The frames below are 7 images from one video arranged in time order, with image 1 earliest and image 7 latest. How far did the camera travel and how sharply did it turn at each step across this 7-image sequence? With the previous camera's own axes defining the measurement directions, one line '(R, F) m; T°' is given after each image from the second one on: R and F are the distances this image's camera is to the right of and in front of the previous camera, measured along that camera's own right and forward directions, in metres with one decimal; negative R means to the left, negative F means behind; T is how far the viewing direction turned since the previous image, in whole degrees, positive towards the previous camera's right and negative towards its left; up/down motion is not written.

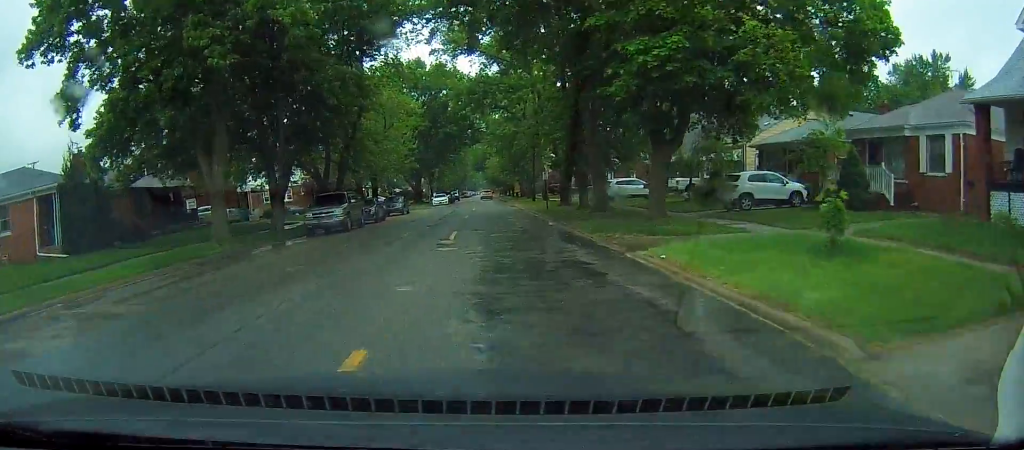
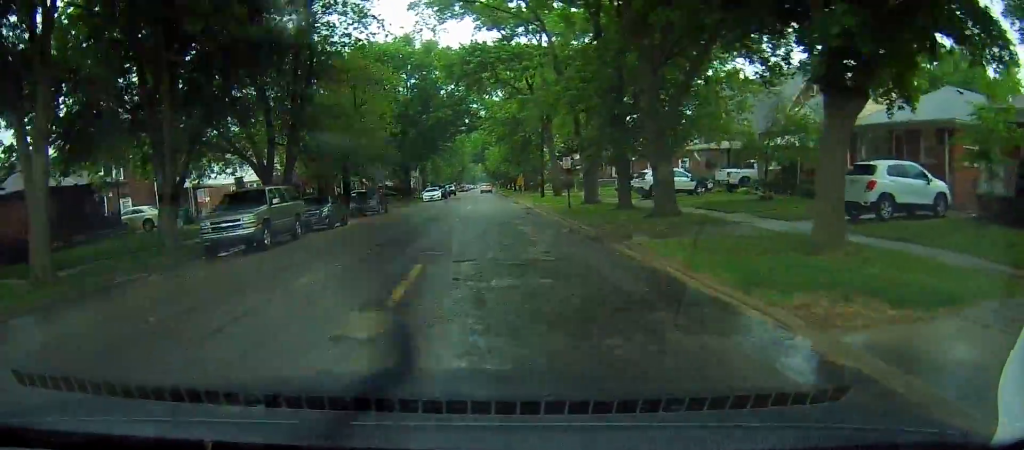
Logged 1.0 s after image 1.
(0.0, +10.5) m; -2°
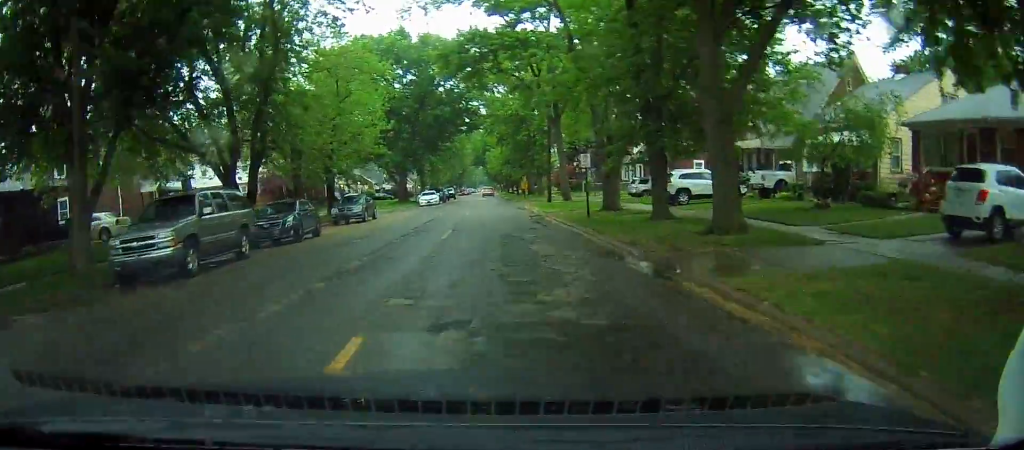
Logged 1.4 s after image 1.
(-0.1, +4.9) m; -1°
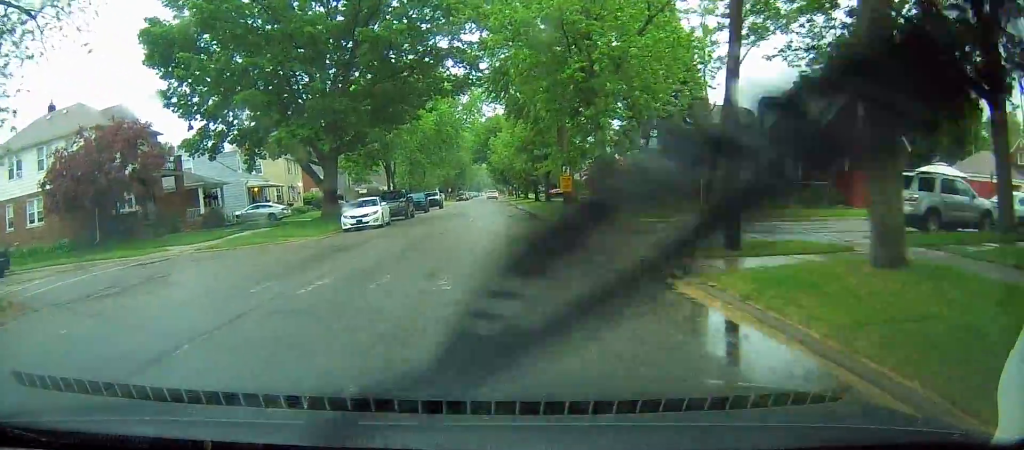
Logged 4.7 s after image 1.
(-0.1, +34.3) m; +1°
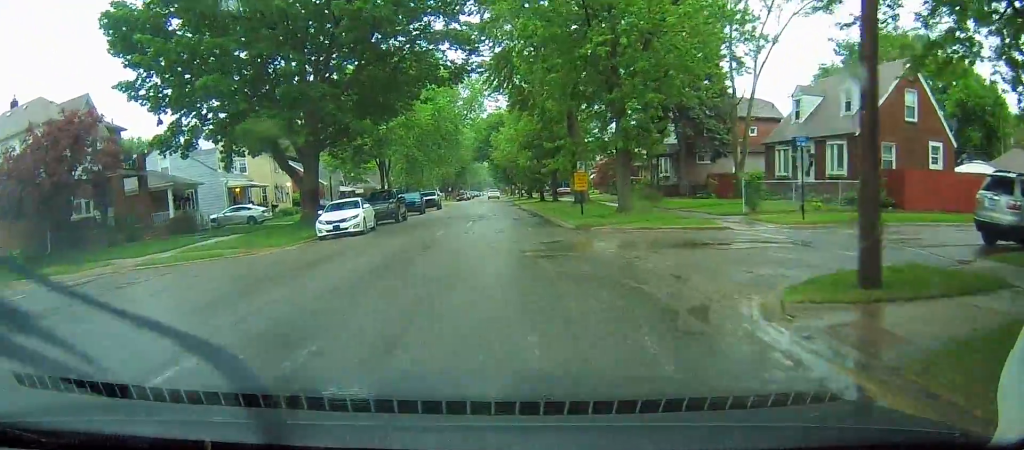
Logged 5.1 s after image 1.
(-0.1, +4.6) m; 0°
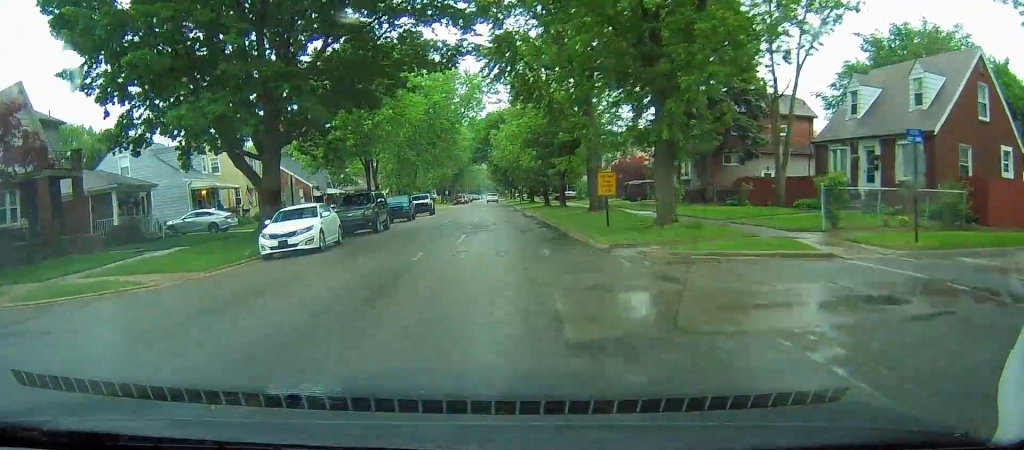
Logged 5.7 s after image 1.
(+0.2, +6.3) m; +1°
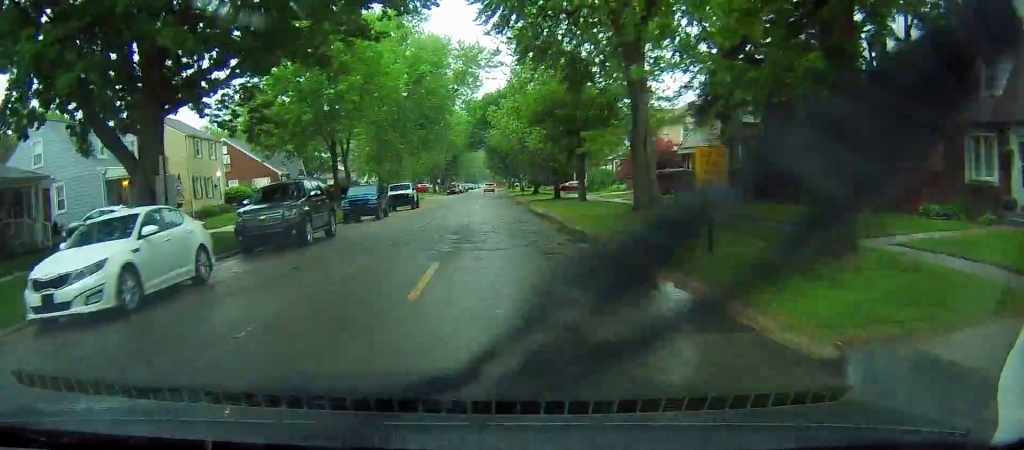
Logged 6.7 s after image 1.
(+0.1, +10.5) m; +1°
